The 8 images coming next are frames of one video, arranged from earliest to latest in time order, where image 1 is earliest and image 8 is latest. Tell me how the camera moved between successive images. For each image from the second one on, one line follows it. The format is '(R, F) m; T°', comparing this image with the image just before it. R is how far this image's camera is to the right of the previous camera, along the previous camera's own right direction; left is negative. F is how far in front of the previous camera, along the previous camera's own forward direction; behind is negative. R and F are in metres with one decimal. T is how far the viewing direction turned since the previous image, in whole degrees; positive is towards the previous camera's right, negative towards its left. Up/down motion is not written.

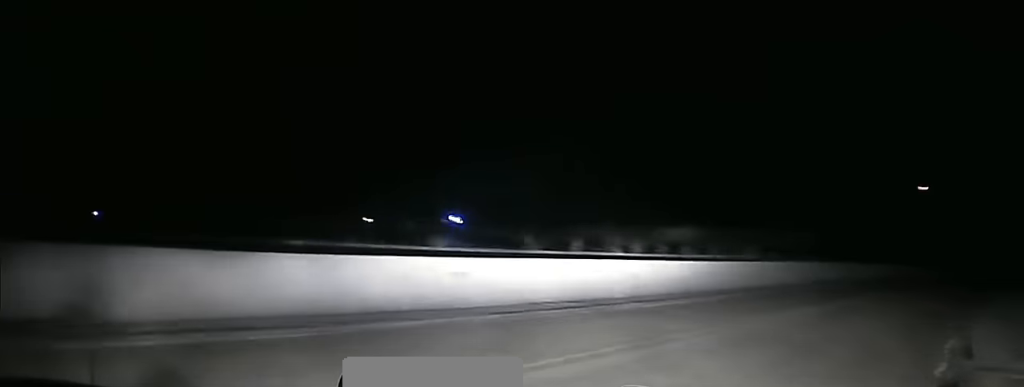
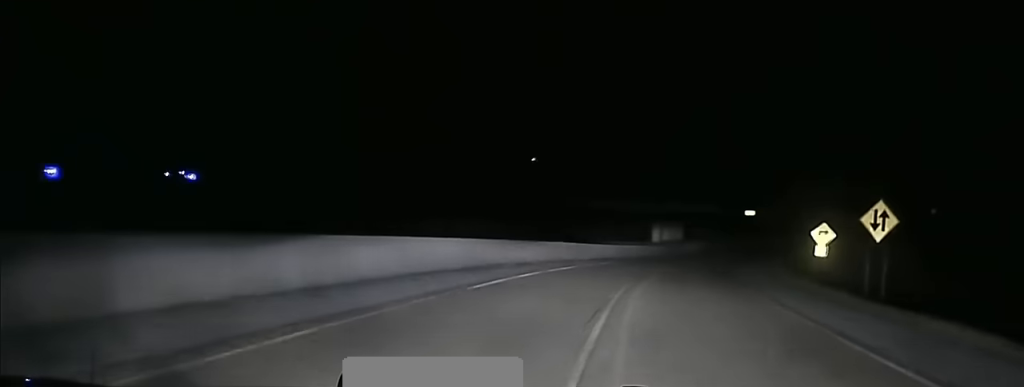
(+5.1, +26.6) m; +16°
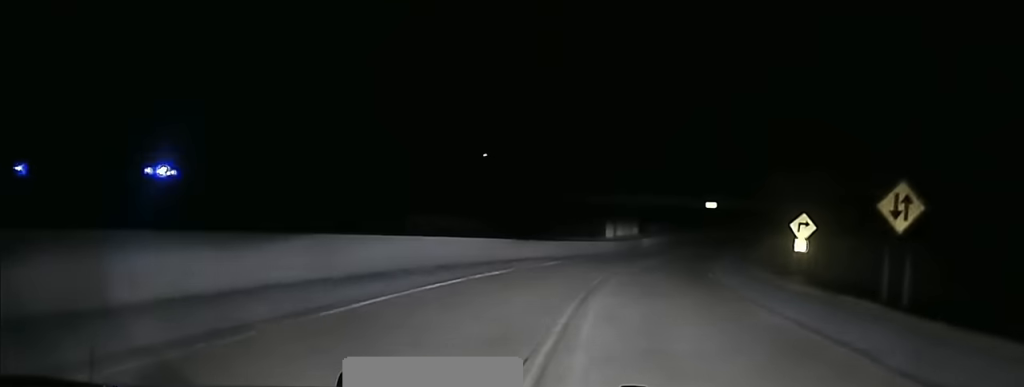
(+0.2, +8.6) m; +2°
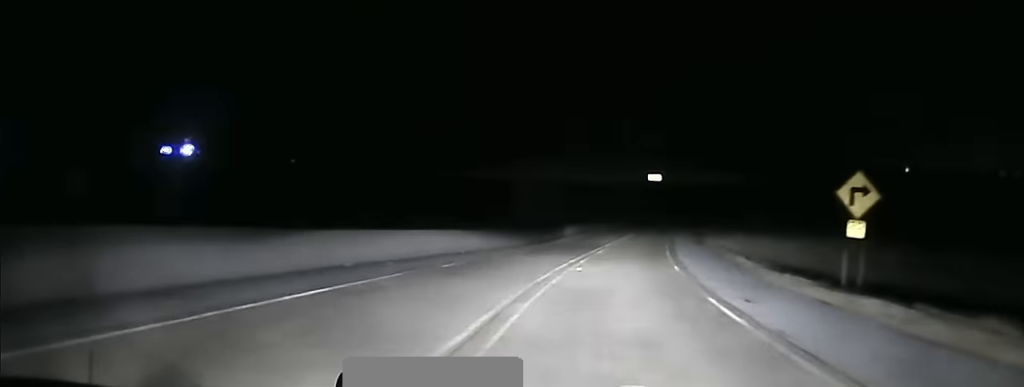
(+0.8, +28.4) m; +5°
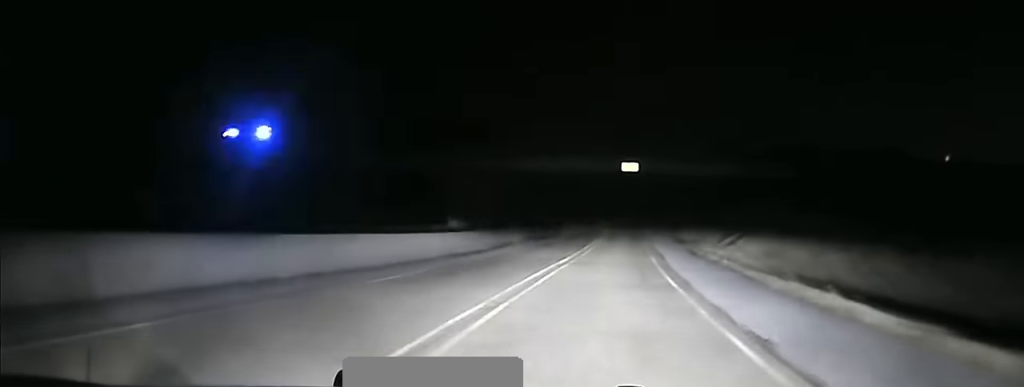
(+1.1, +22.7) m; +2°
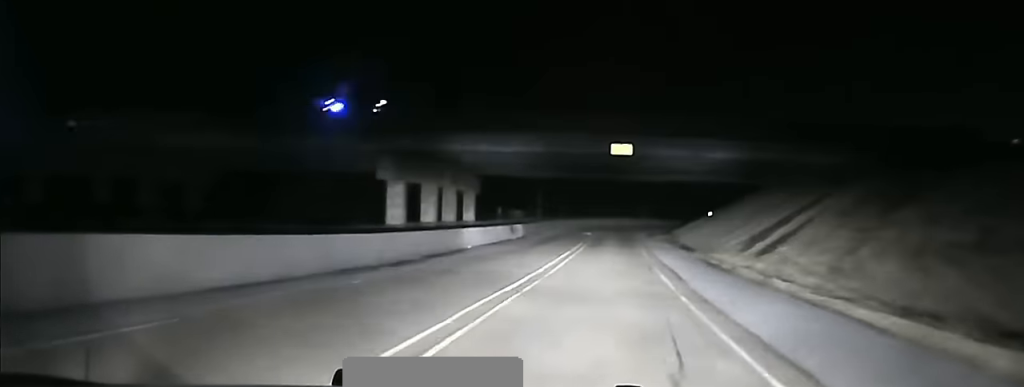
(+0.1, +15.6) m; 0°
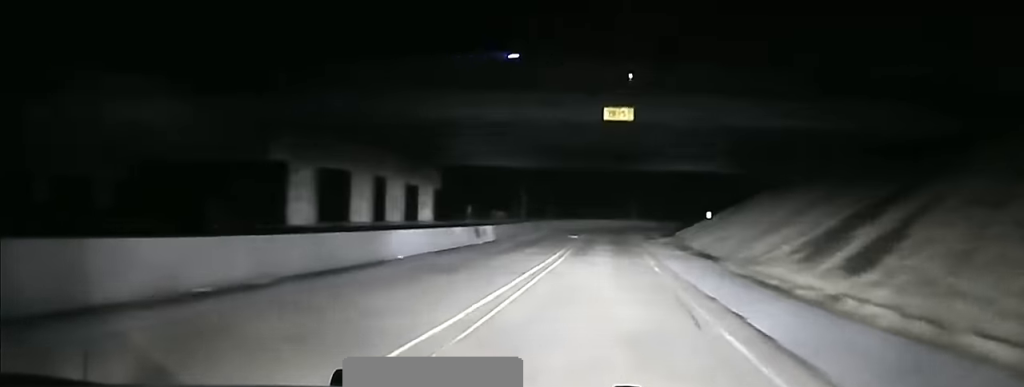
(0.0, +12.7) m; 0°
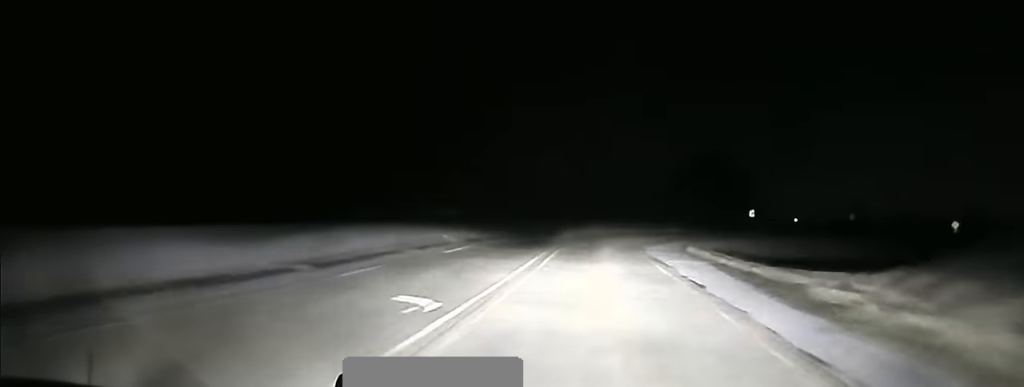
(+0.2, +54.5) m; -1°
